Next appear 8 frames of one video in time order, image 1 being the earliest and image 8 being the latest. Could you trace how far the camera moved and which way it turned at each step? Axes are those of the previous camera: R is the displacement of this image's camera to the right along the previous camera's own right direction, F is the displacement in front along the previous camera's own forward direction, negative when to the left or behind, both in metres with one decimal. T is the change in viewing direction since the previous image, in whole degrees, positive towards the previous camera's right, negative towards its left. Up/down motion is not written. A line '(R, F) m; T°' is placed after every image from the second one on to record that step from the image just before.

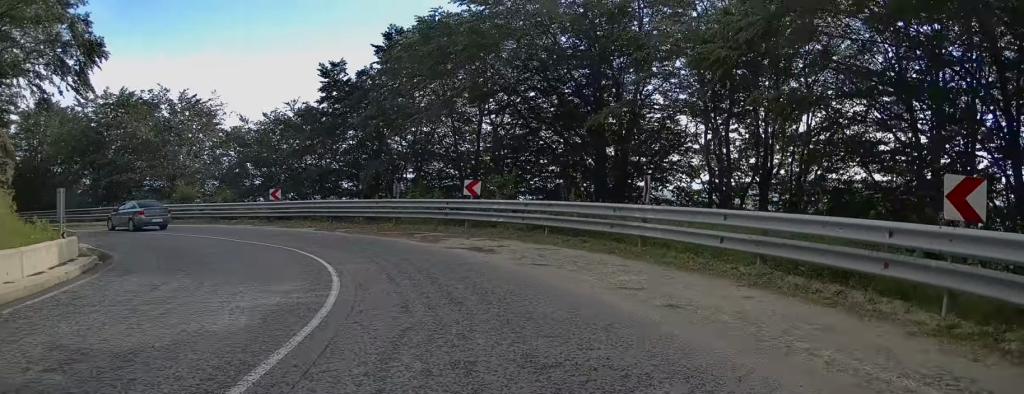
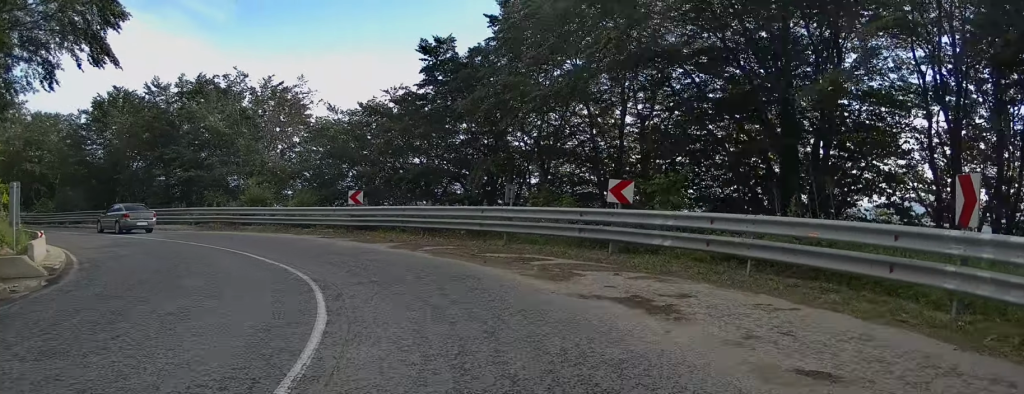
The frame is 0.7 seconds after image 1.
(-0.8, +7.4) m; -11°
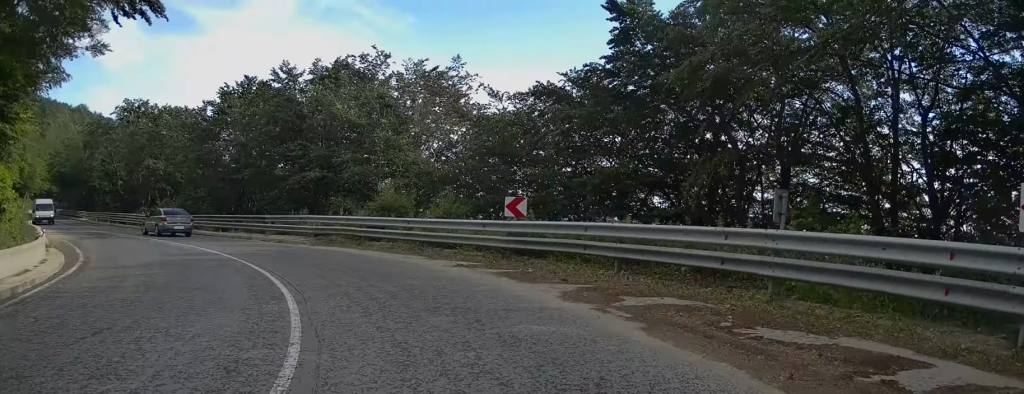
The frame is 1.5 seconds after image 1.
(-0.9, +7.9) m; -13°
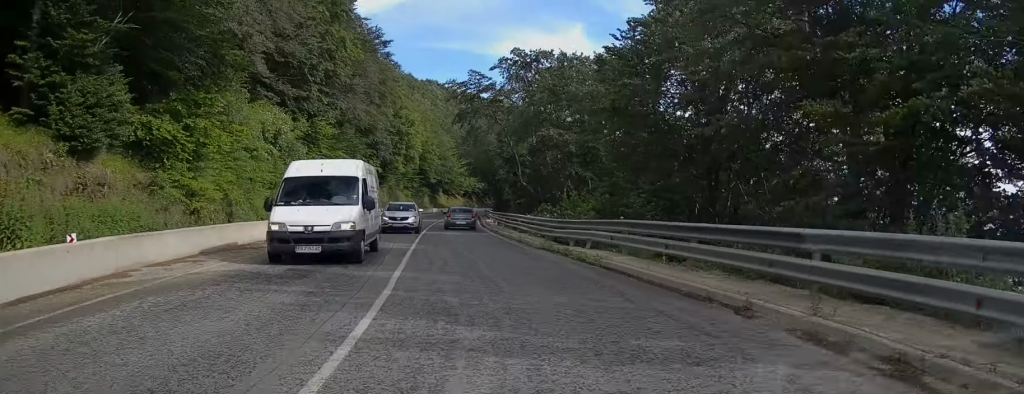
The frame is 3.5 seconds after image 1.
(-6.3, +21.1) m; -29°
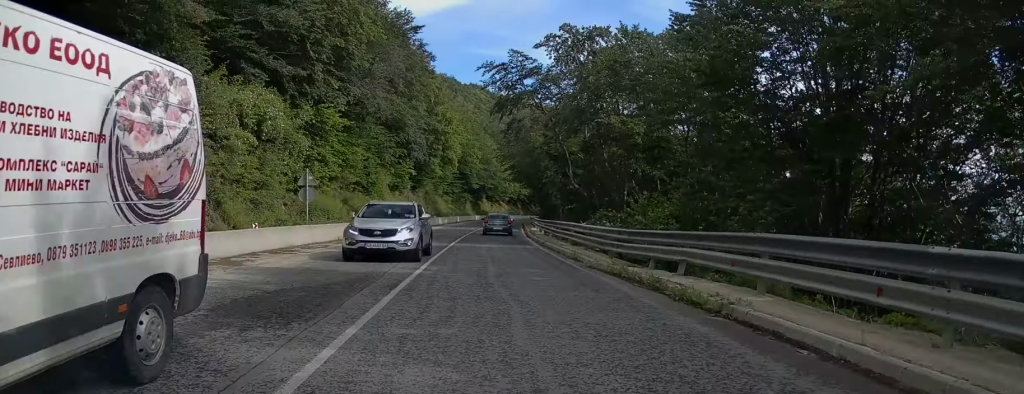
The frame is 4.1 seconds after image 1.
(-0.3, +7.0) m; -5°
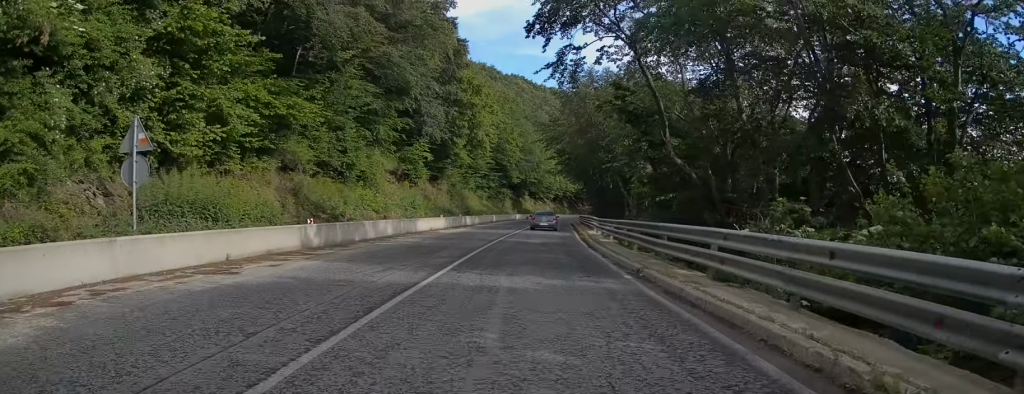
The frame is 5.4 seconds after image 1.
(-1.1, +16.2) m; -5°
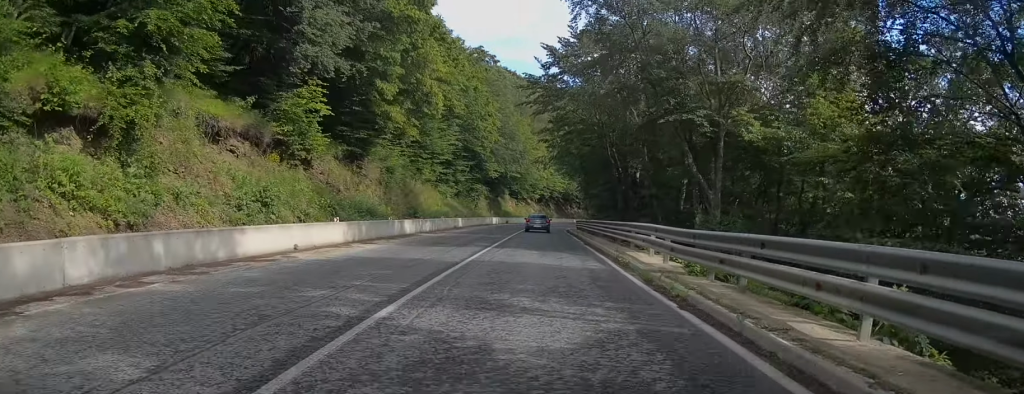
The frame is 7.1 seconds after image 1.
(-0.1, +21.8) m; +2°
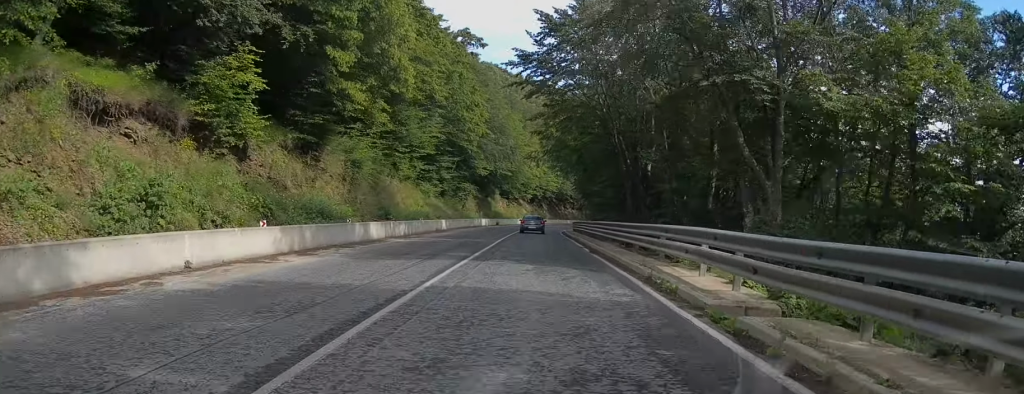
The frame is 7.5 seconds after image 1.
(+0.2, +5.9) m; 0°
